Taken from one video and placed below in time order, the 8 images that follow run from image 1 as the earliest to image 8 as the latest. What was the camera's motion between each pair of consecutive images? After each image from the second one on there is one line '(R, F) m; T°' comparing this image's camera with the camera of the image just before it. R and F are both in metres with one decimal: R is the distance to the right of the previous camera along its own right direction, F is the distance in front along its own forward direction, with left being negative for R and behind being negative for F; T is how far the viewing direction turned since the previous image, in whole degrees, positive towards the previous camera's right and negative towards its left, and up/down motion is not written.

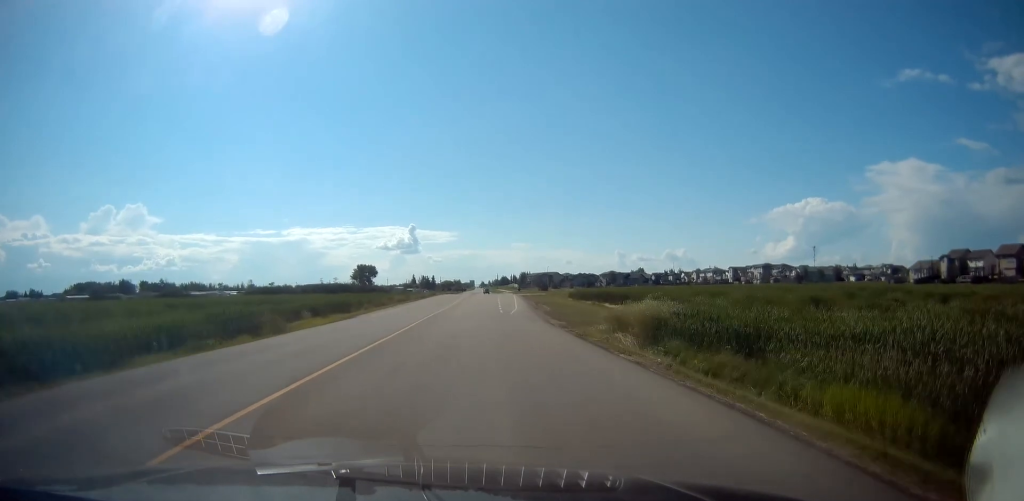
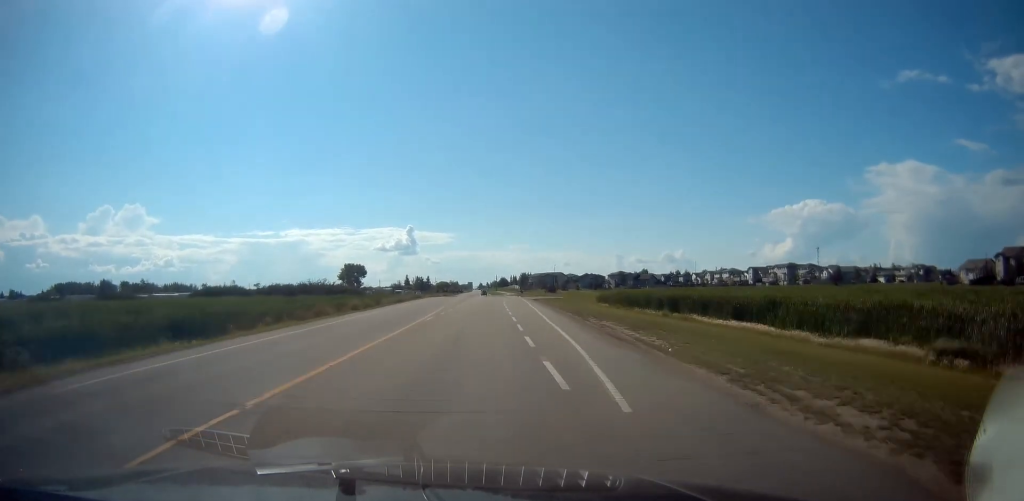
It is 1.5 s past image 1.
(-0.3, +26.0) m; -1°
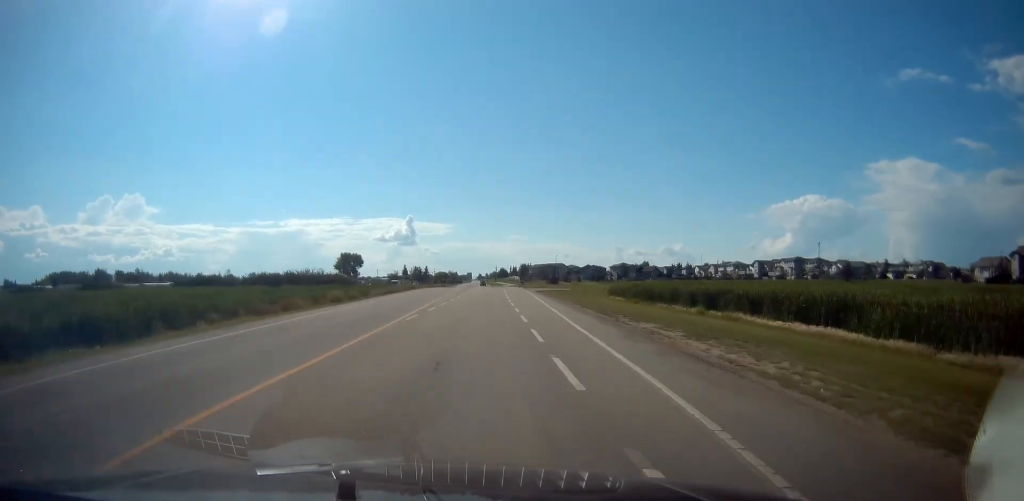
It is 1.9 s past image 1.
(0.0, +6.7) m; +1°
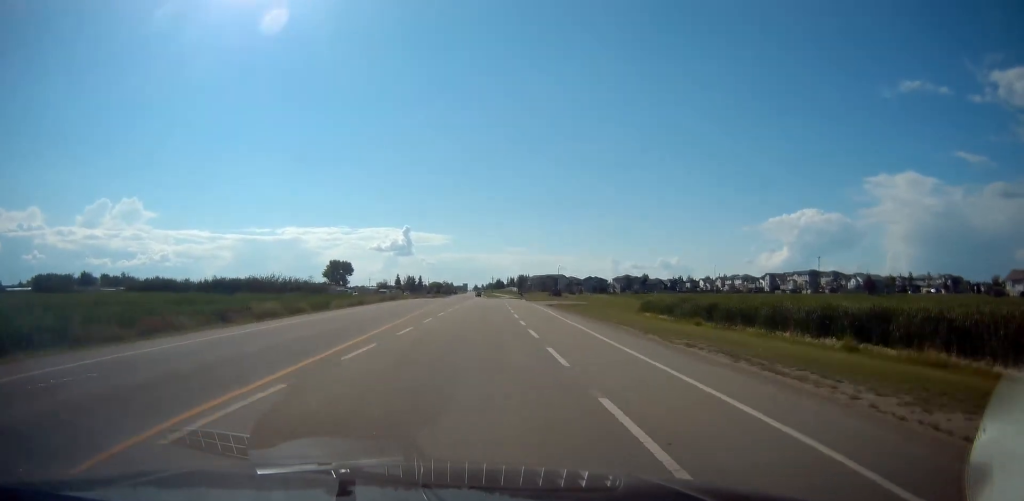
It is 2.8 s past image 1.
(+0.1, +15.0) m; +1°
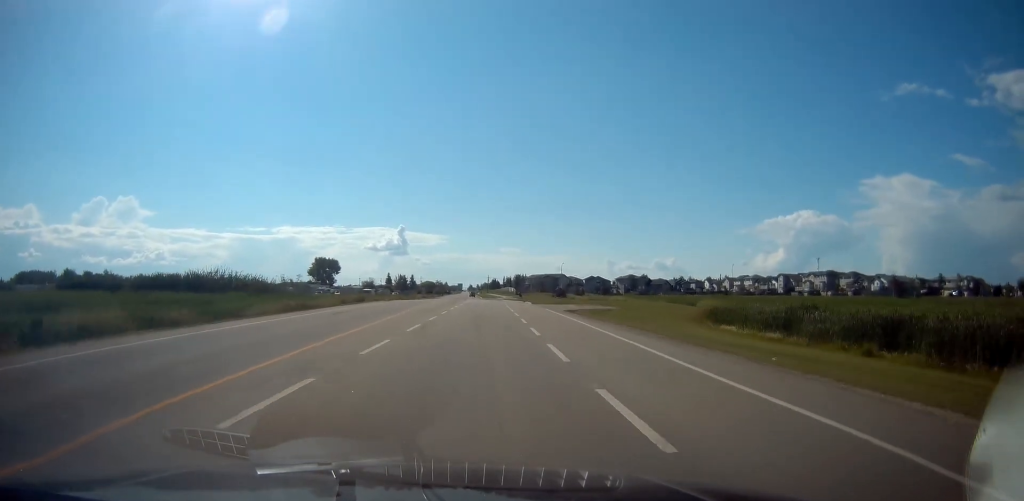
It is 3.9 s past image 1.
(+0.1, +16.9) m; 0°
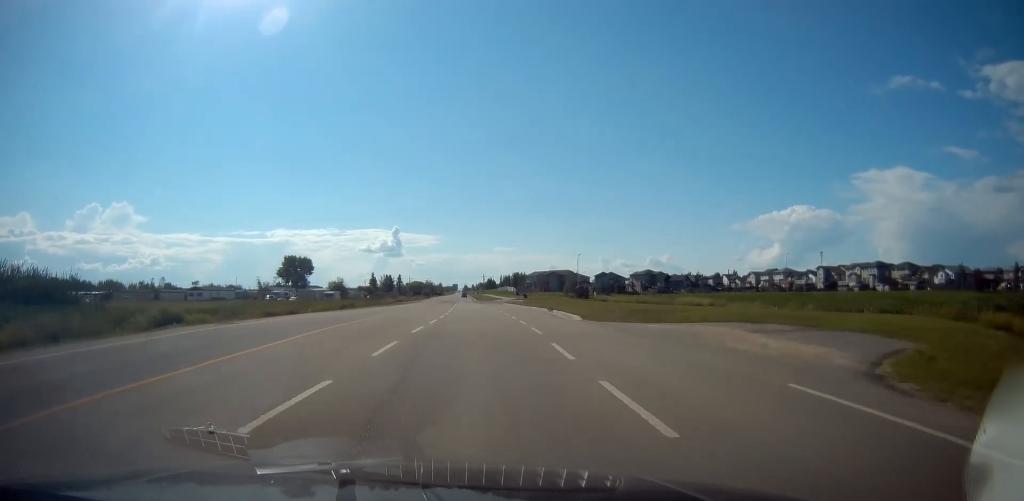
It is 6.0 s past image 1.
(+0.1, +35.1) m; +1°
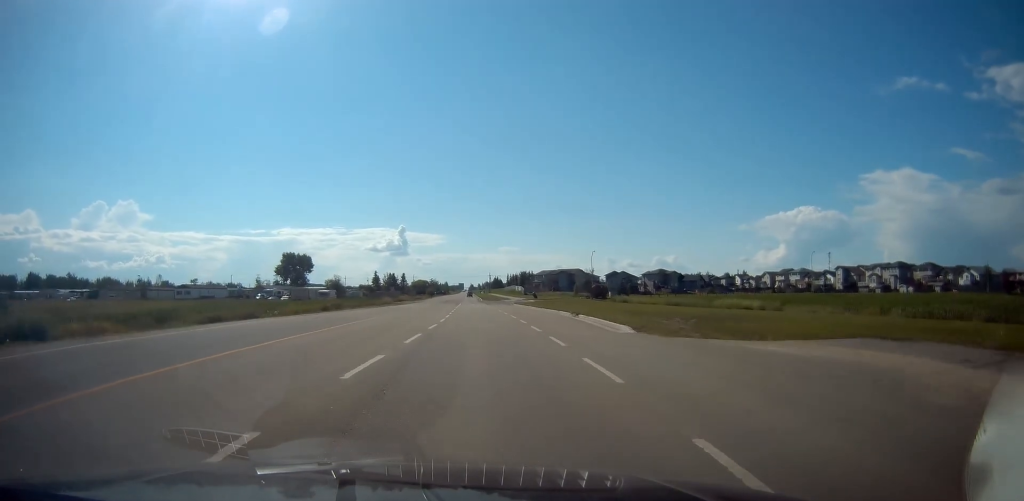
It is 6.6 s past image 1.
(0.0, +9.1) m; 0°
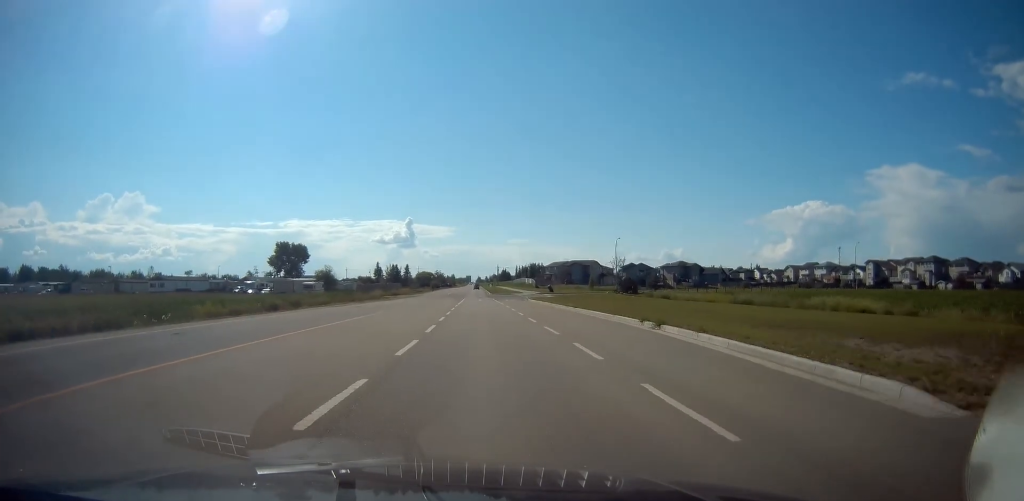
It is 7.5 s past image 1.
(0.0, +14.8) m; -1°
